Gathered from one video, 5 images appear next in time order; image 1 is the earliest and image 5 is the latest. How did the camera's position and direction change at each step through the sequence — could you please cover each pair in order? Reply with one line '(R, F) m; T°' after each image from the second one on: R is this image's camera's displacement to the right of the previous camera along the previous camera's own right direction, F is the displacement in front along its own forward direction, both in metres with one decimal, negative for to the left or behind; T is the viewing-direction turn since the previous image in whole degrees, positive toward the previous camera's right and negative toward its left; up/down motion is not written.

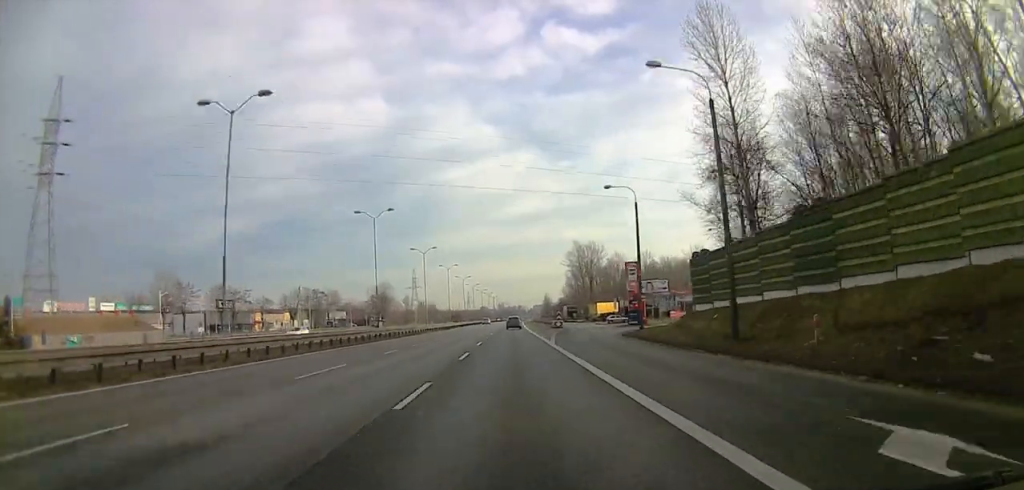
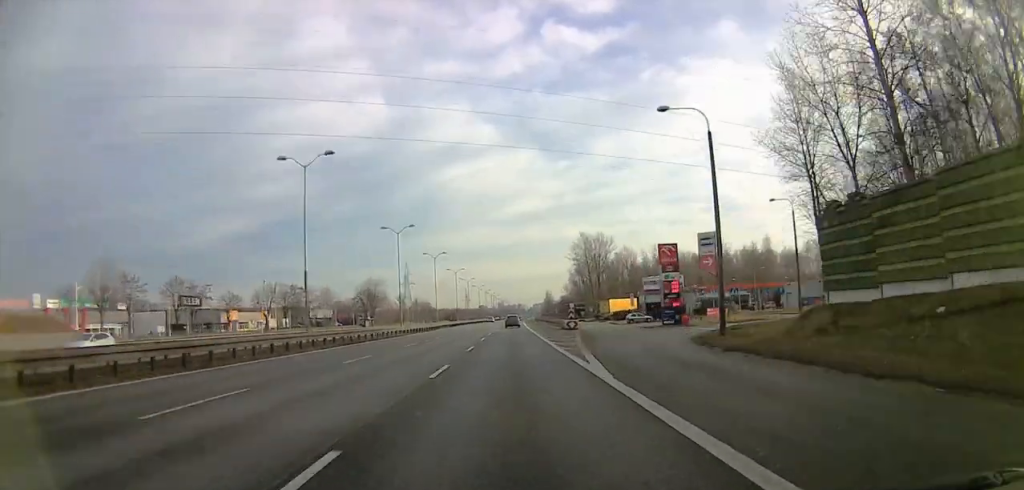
(0.0, +19.3) m; -1°
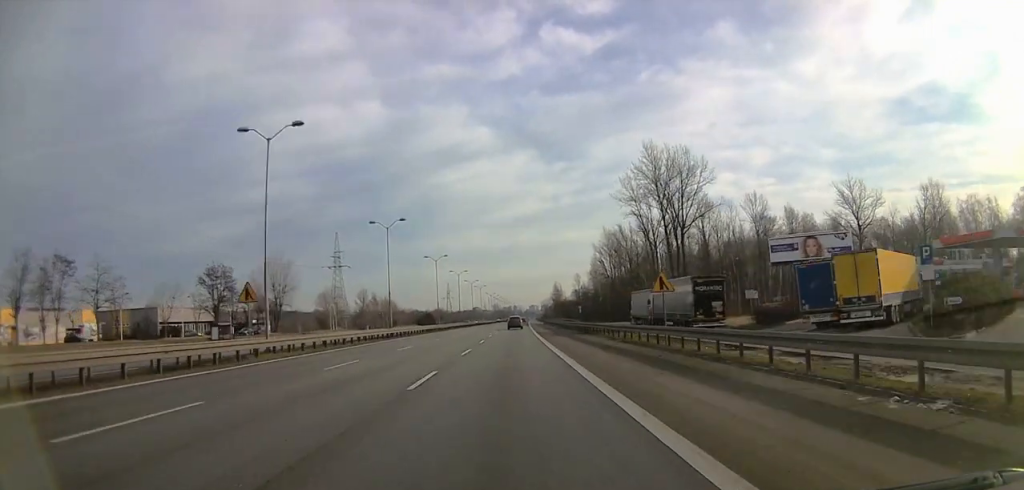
(-0.9, +98.0) m; 0°
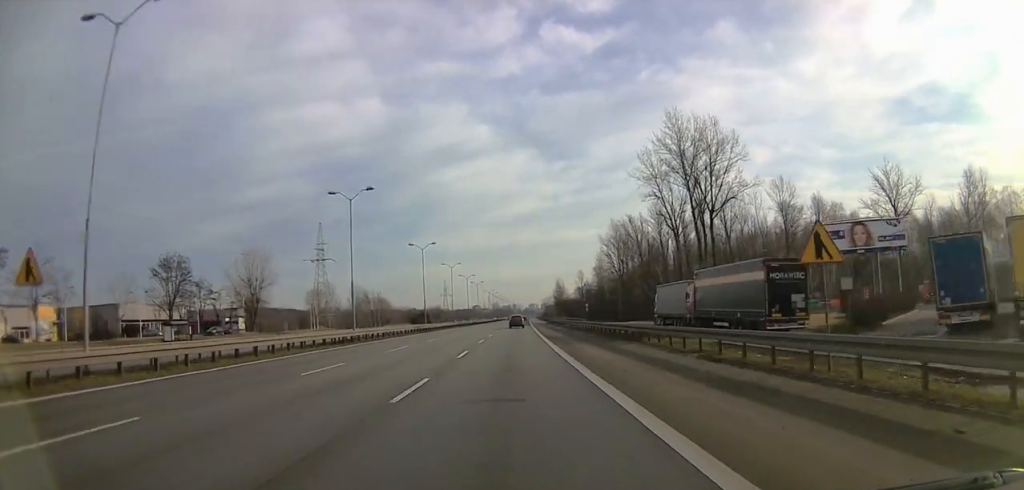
(-0.3, +13.9) m; 0°
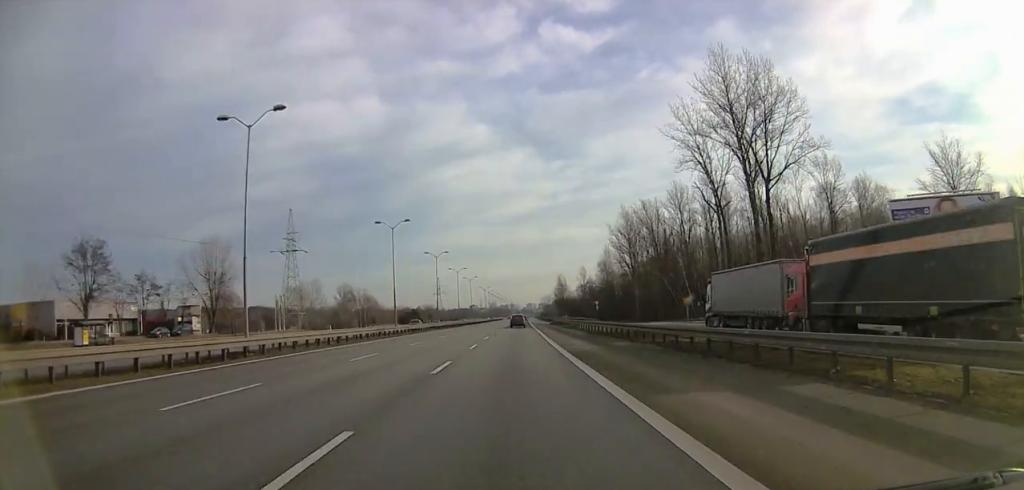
(+0.3, +18.9) m; +1°
